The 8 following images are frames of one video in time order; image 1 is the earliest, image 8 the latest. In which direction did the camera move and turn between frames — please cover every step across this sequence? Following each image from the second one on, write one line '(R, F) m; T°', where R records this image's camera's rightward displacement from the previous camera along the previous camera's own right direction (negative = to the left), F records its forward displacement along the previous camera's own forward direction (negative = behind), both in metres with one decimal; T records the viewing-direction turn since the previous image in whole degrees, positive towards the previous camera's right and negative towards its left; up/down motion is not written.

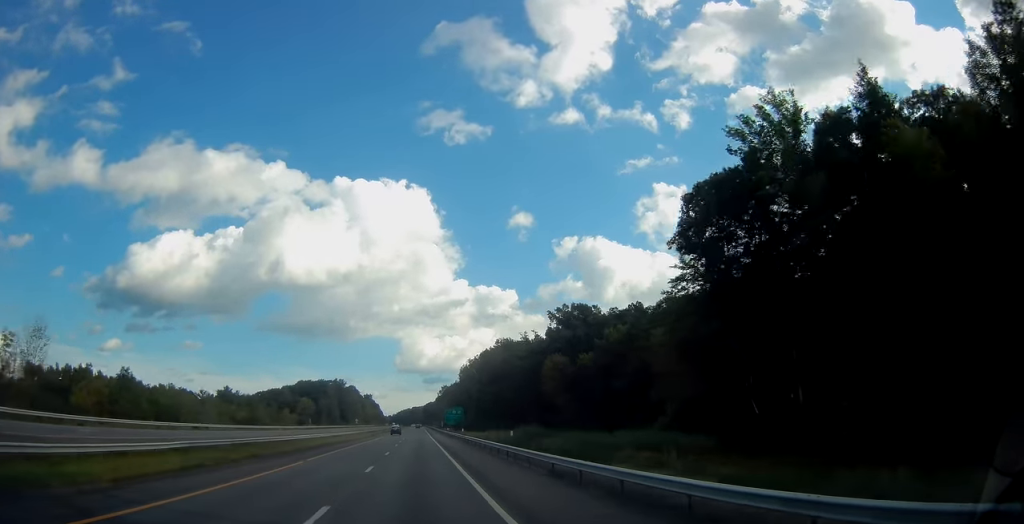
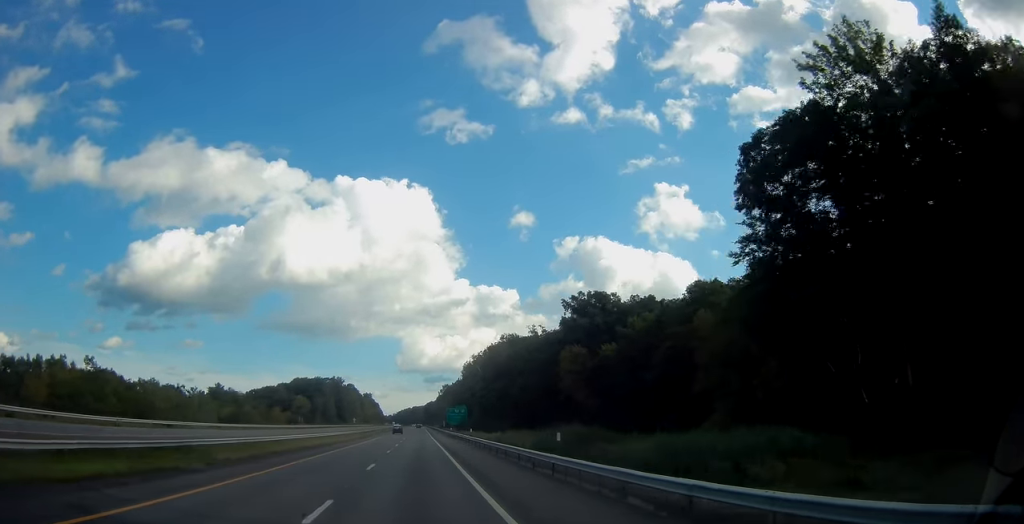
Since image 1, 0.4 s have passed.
(-0.1, +11.5) m; 0°
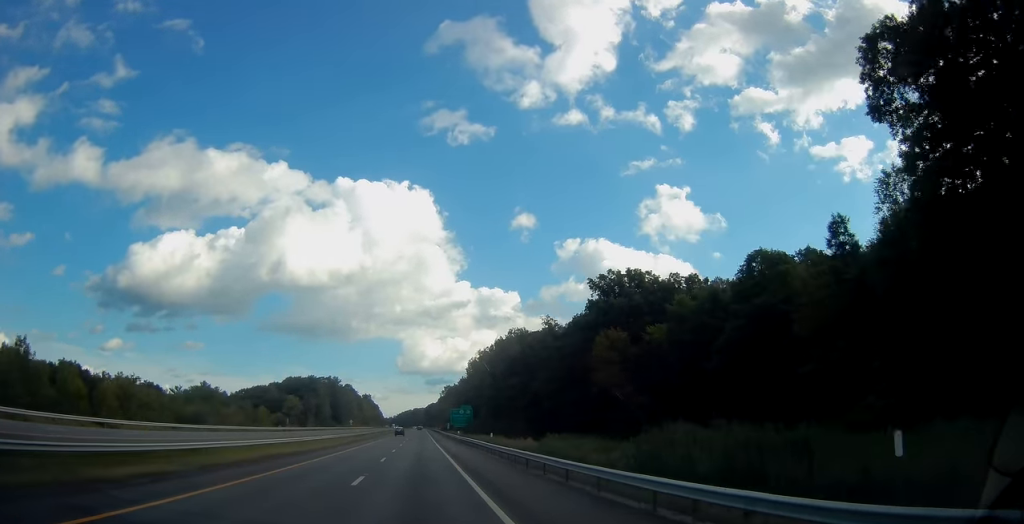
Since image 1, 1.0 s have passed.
(+0.1, +17.2) m; 0°
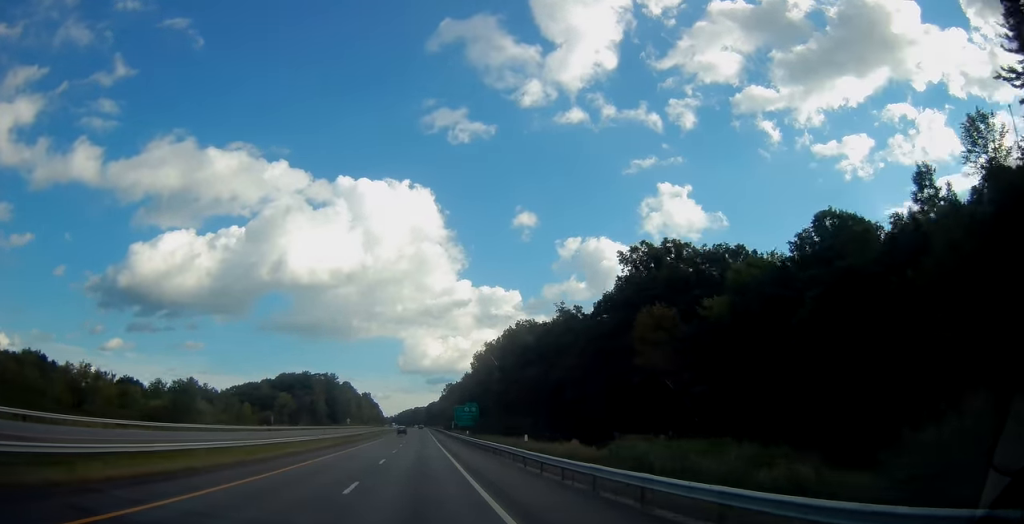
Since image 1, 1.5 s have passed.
(+0.1, +14.4) m; 0°
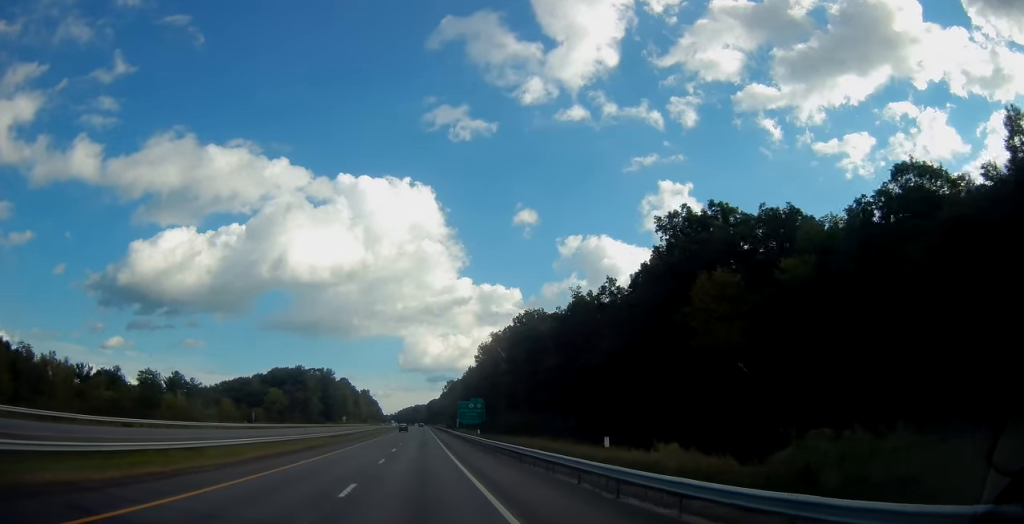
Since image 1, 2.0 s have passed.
(-0.1, +13.4) m; 0°
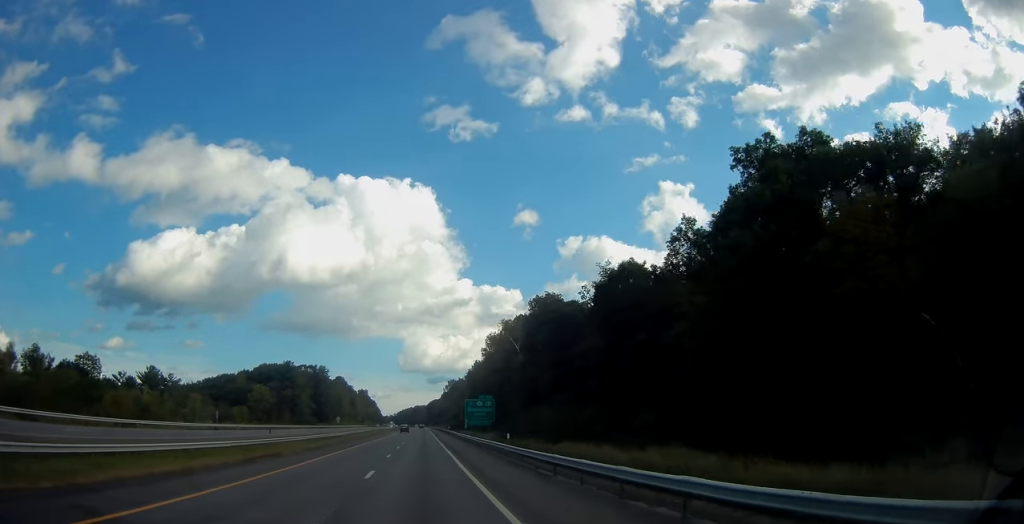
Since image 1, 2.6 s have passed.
(-0.1, +19.2) m; 0°
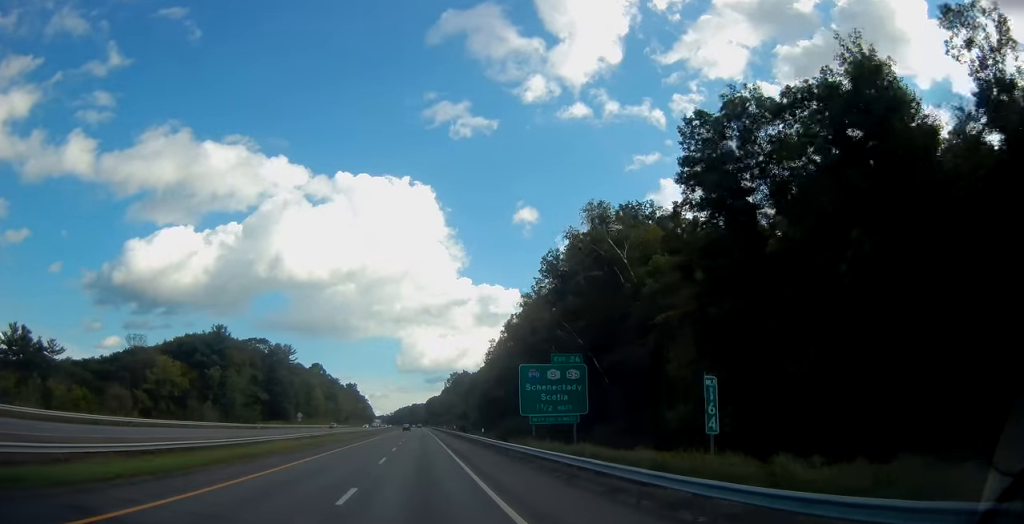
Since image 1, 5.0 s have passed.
(-0.1, +68.1) m; 0°
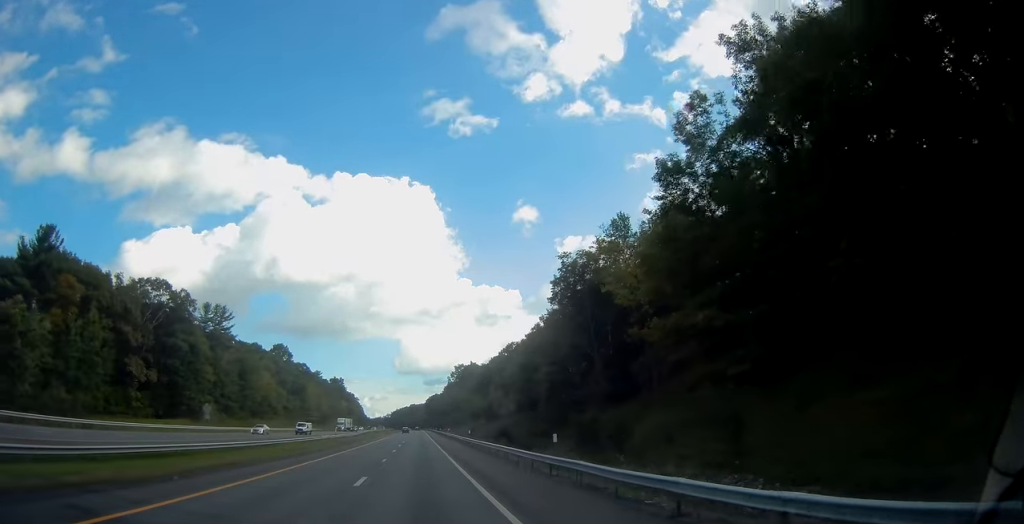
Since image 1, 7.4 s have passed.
(+0.7, +69.0) m; +1°
